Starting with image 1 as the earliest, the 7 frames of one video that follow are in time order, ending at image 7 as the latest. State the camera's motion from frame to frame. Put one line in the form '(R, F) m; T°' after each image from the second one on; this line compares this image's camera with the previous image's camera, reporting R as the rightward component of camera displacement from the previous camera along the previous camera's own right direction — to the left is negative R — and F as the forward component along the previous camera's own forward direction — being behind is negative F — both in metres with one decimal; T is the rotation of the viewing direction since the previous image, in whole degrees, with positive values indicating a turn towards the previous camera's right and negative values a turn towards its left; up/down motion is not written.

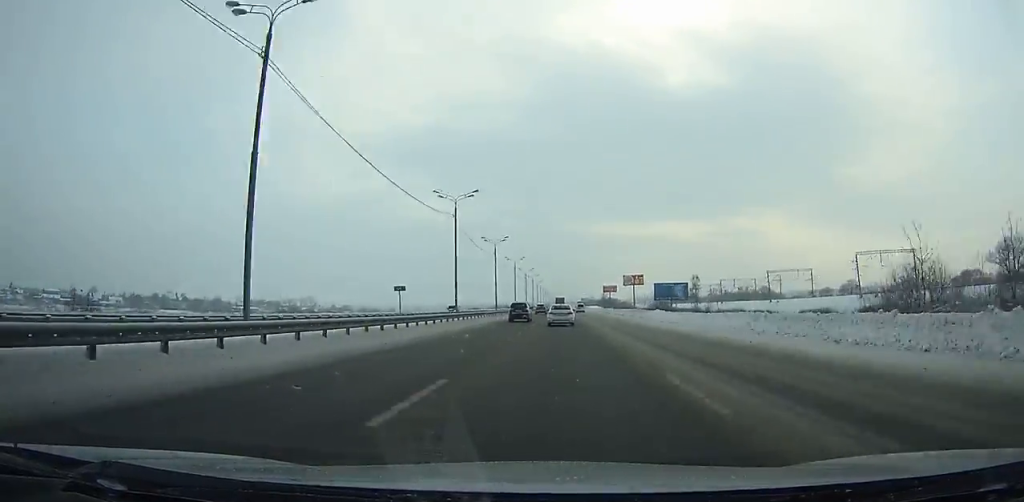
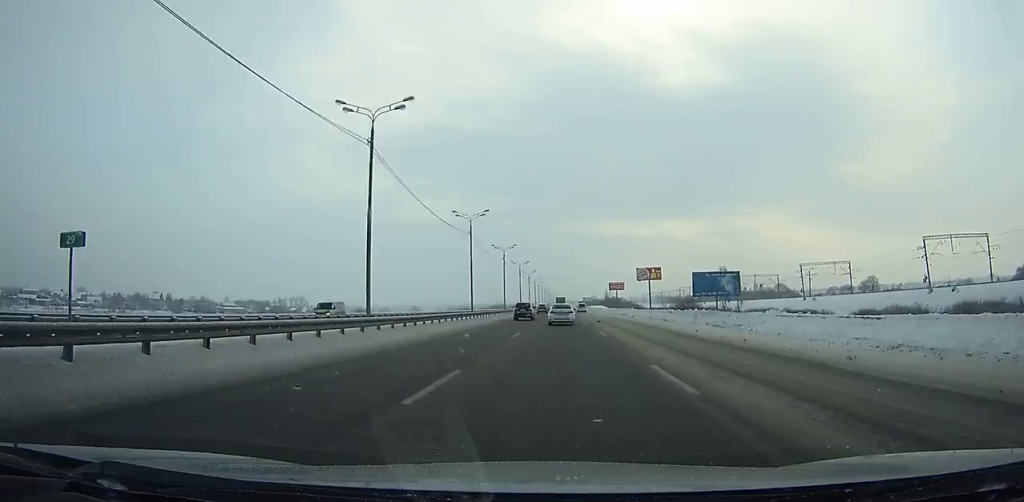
(0.0, +30.9) m; 0°
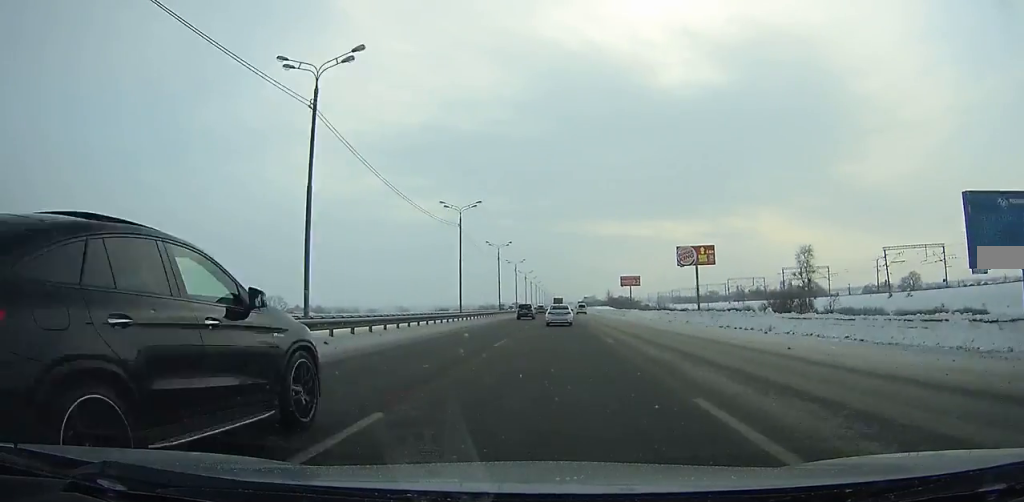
(0.0, +53.0) m; 0°
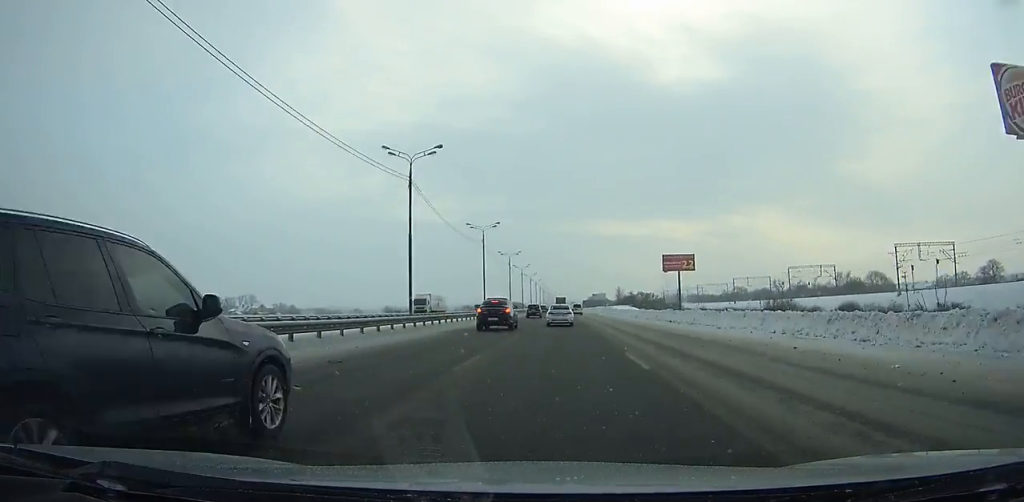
(0.0, +71.0) m; 0°
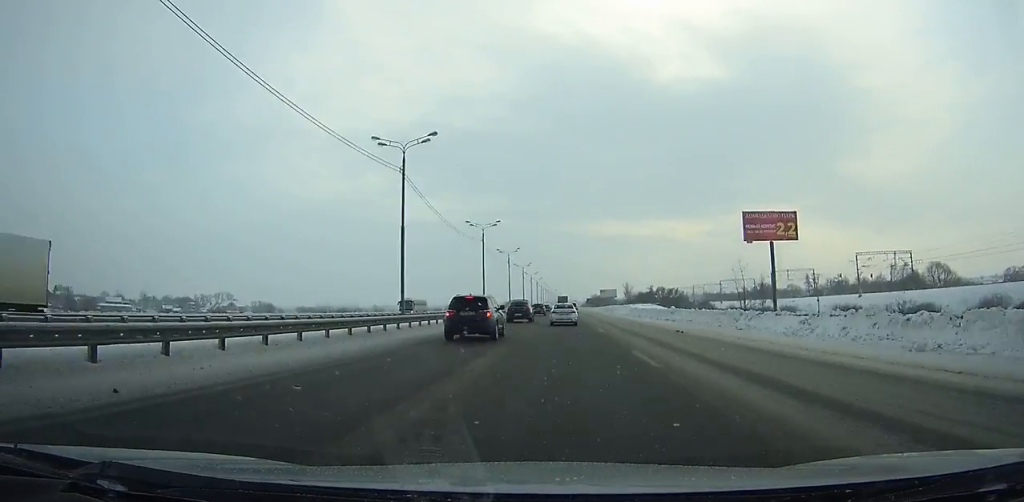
(0.0, +48.8) m; 0°
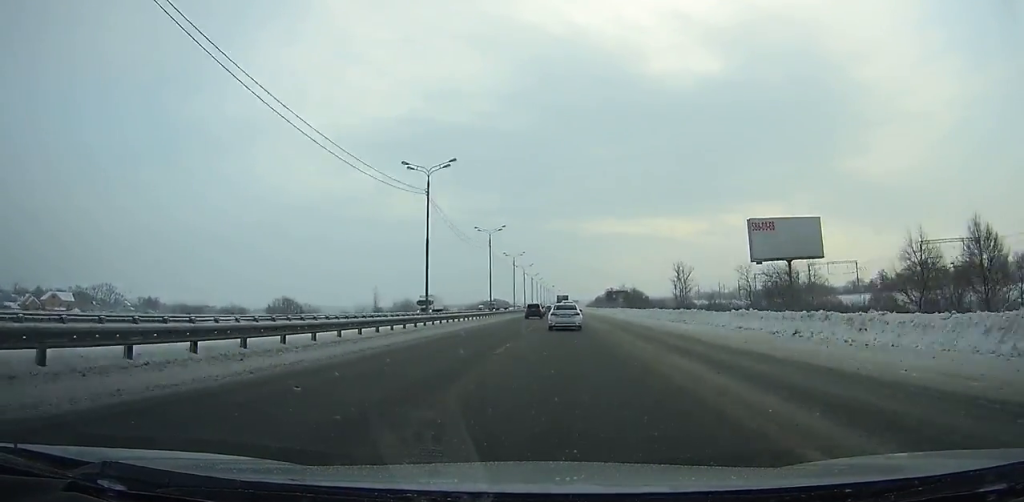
(0.0, +168.4) m; 0°
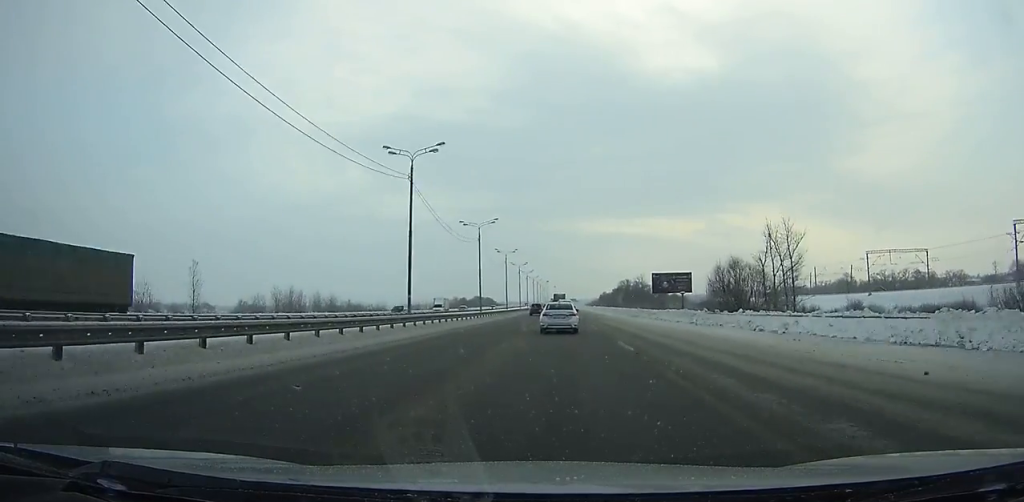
(+0.1, +94.9) m; 0°
